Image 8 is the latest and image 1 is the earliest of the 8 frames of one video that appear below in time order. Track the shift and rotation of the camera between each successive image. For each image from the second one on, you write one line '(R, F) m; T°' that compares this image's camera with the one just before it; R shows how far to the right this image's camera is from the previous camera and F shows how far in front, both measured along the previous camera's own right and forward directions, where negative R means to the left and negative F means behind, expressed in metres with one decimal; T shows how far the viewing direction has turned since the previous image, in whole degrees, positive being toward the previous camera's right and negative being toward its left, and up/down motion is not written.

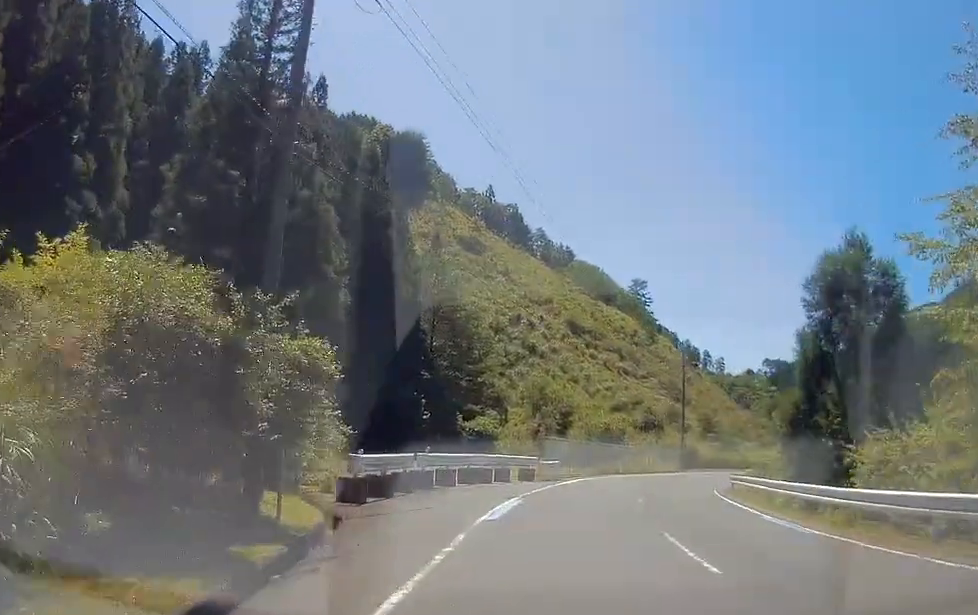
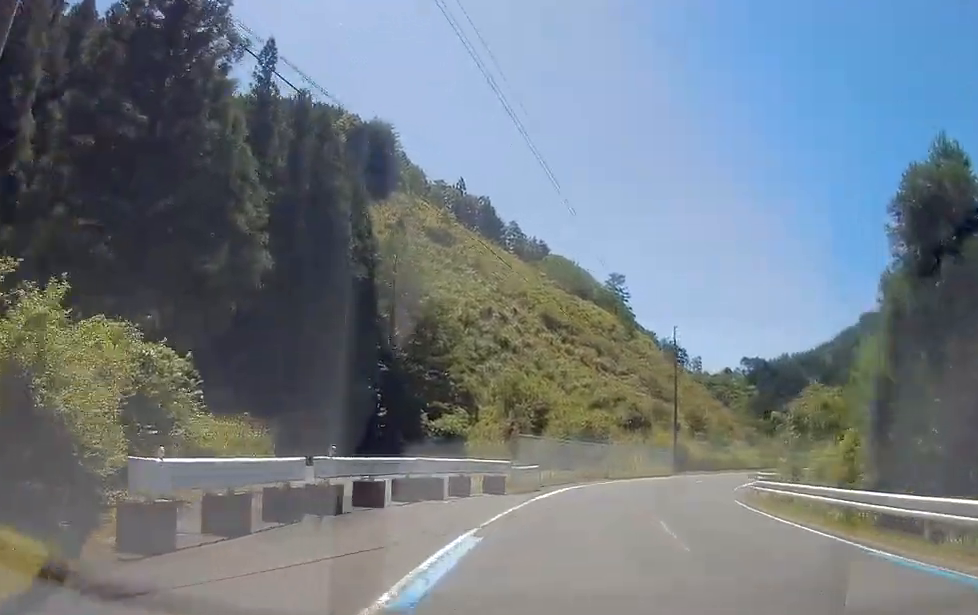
(-0.2, +7.7) m; +4°
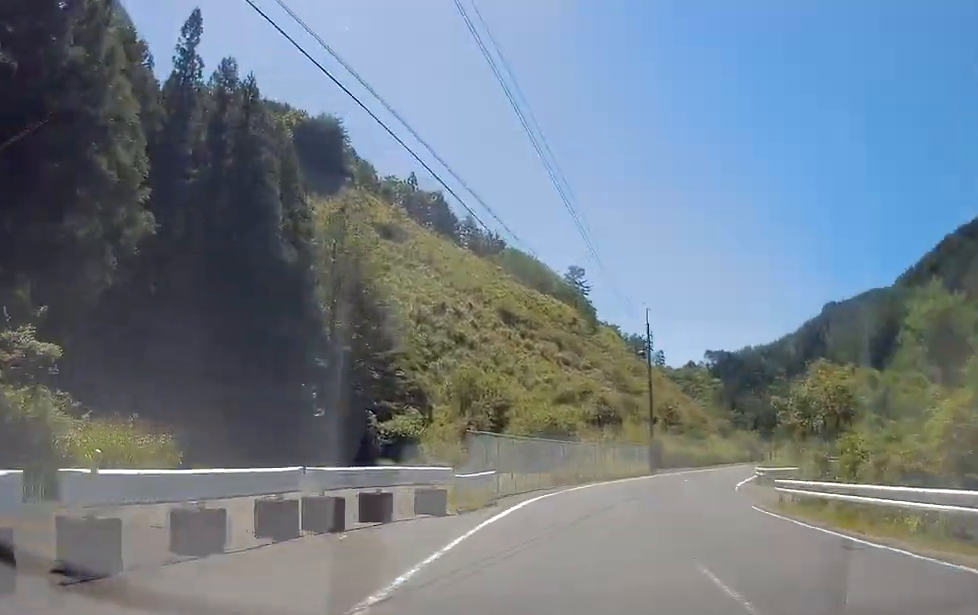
(+0.5, +6.2) m; +5°
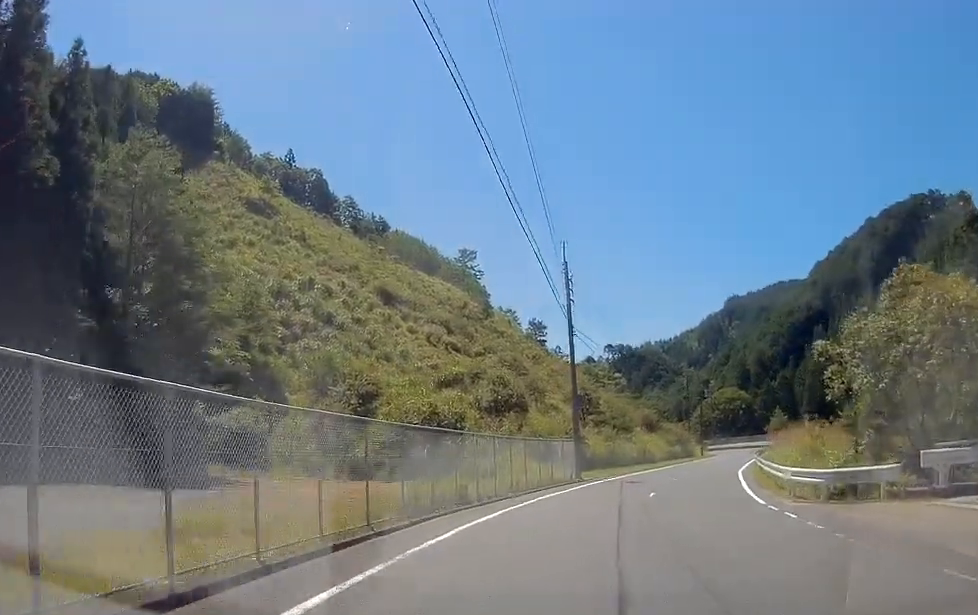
(+1.8, +16.3) m; +11°
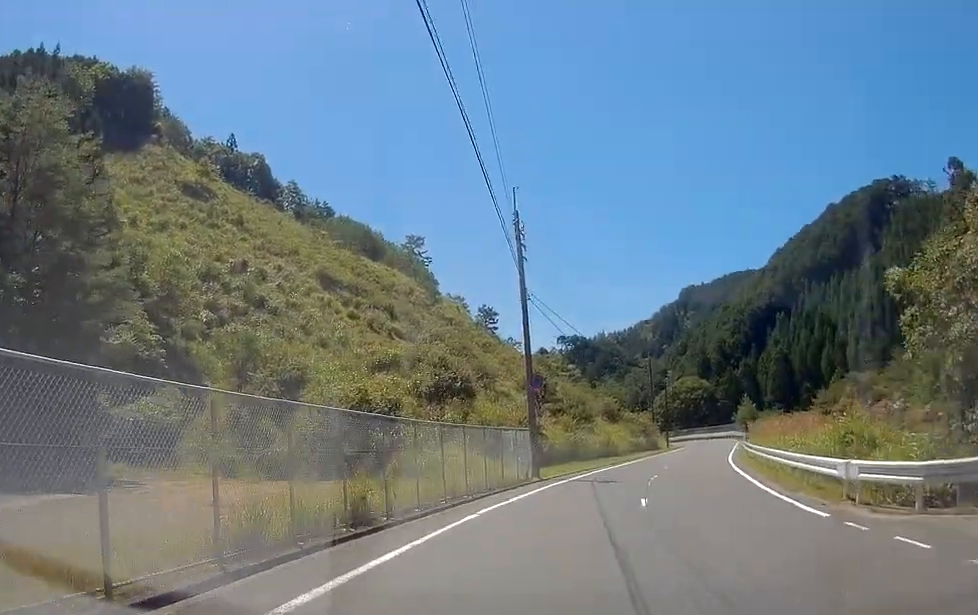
(+0.2, +6.9) m; +3°
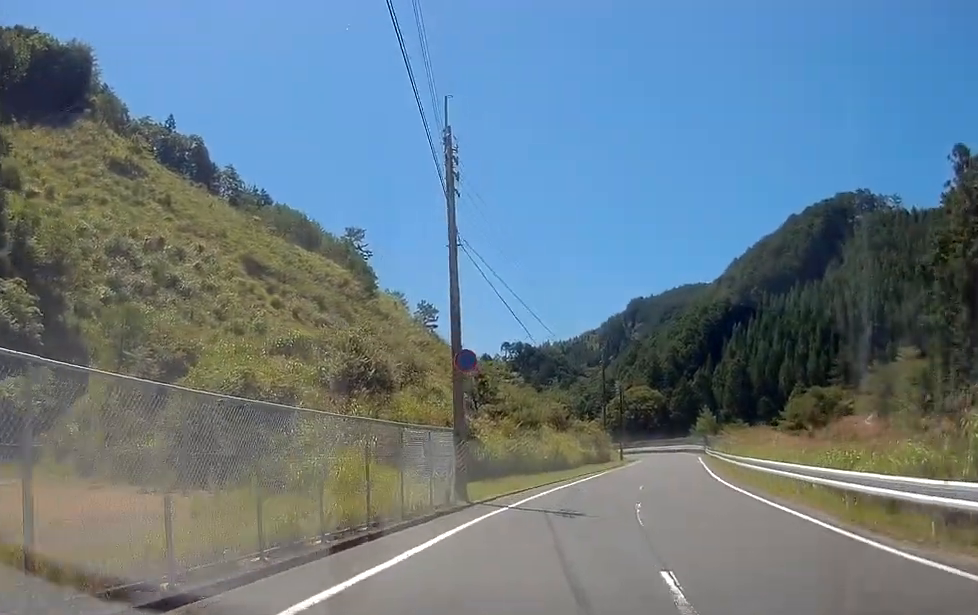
(+0.3, +8.7) m; +4°
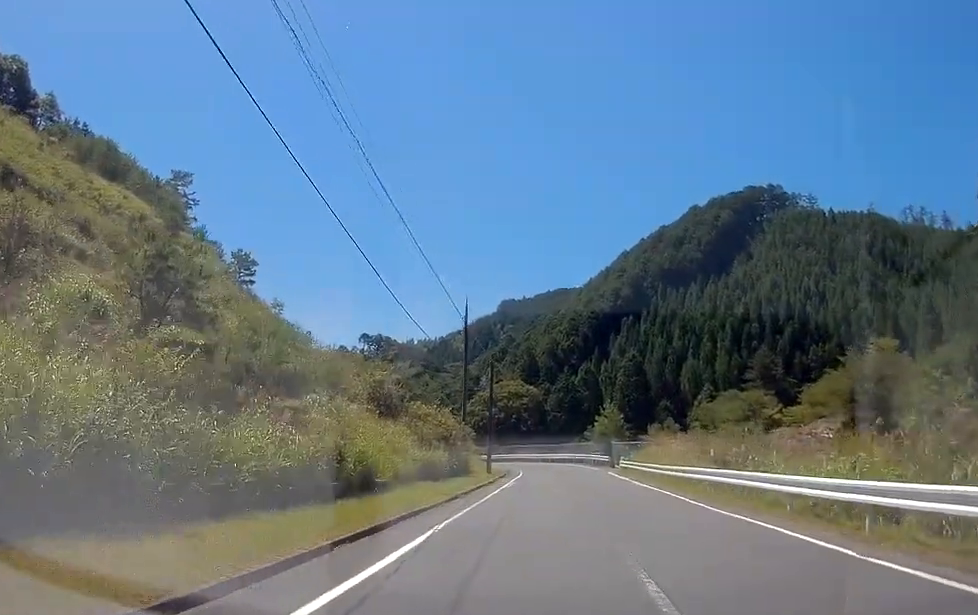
(+1.7, +27.6) m; +7°
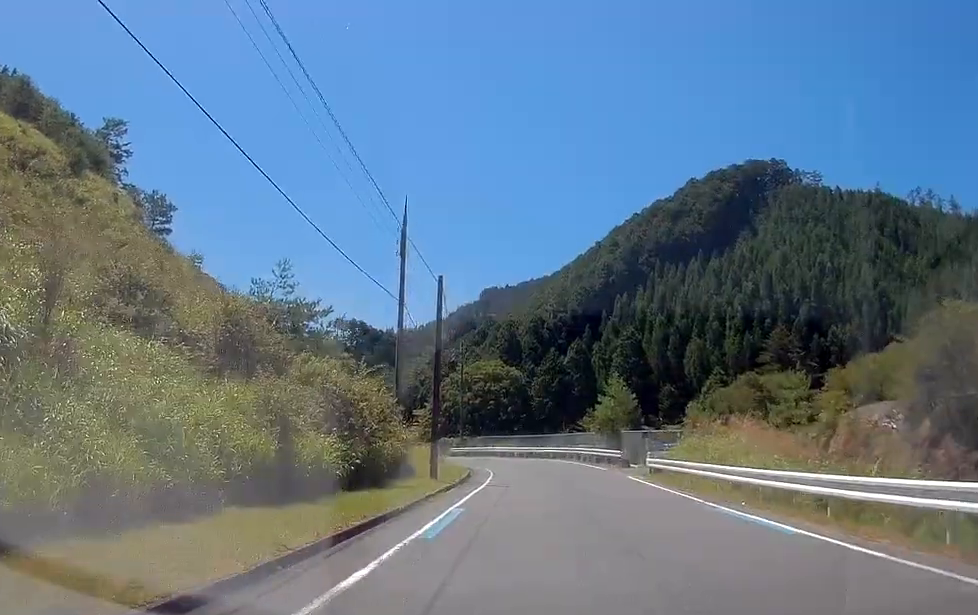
(+0.7, +18.0) m; +1°
